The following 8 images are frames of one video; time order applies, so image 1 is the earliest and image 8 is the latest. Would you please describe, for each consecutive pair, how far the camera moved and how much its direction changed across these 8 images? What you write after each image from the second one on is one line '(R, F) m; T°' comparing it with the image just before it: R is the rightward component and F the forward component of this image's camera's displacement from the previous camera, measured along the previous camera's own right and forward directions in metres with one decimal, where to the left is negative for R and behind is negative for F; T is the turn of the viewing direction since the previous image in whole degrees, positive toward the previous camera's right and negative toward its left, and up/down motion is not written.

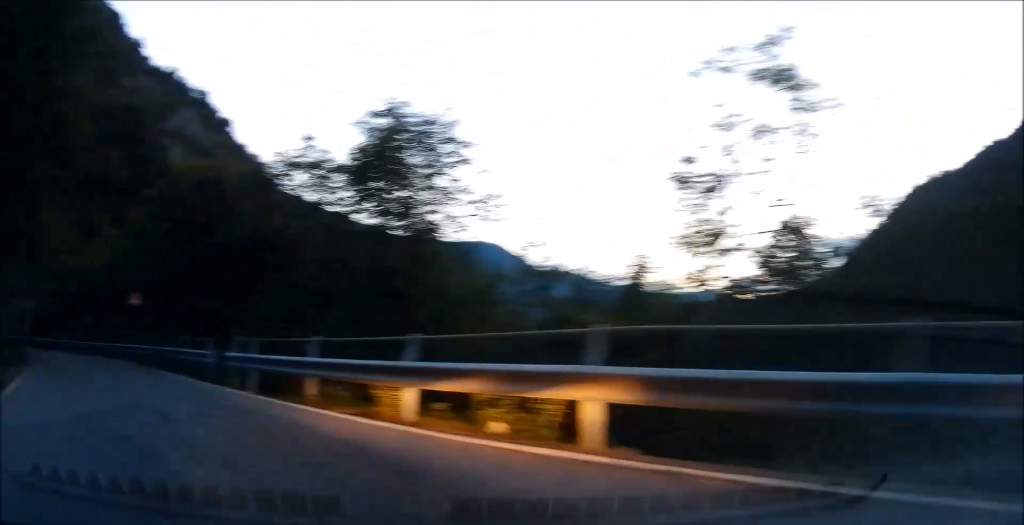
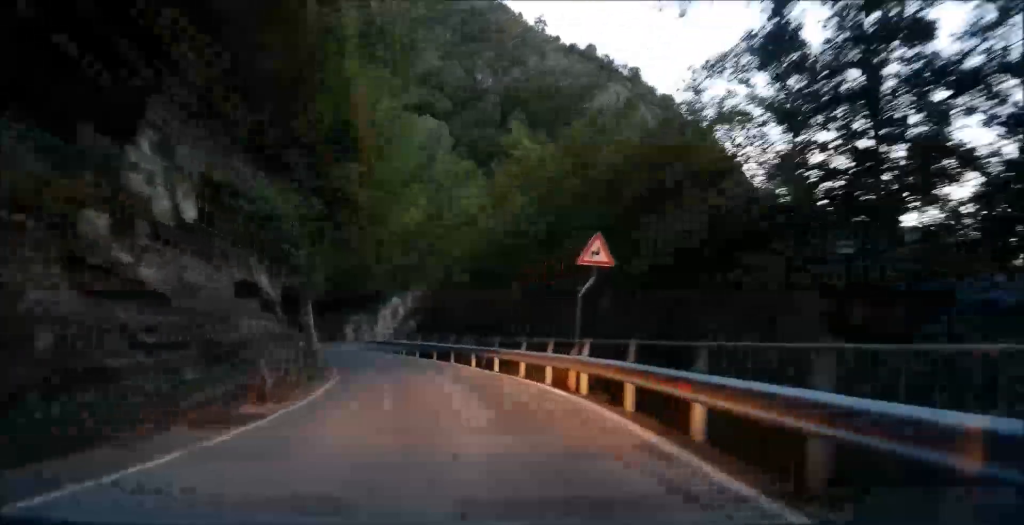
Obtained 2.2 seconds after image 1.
(-3.1, +12.3) m; -24°
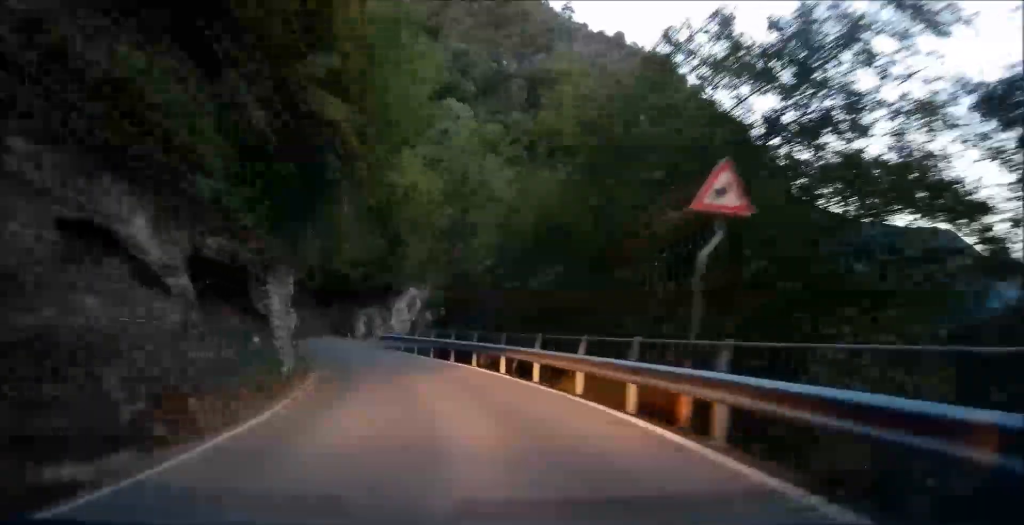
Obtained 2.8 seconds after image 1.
(-0.2, +4.0) m; -6°
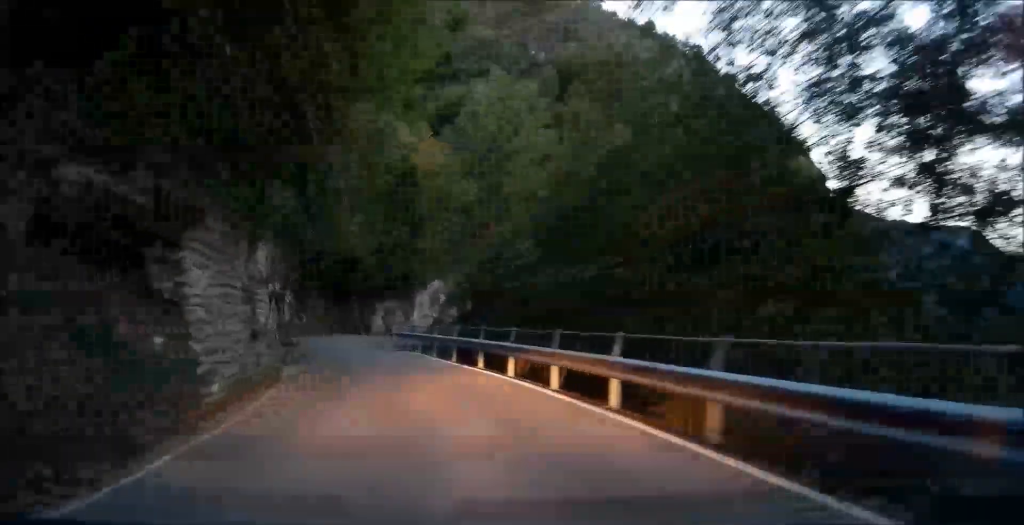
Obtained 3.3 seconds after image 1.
(-0.2, +3.7) m; -4°
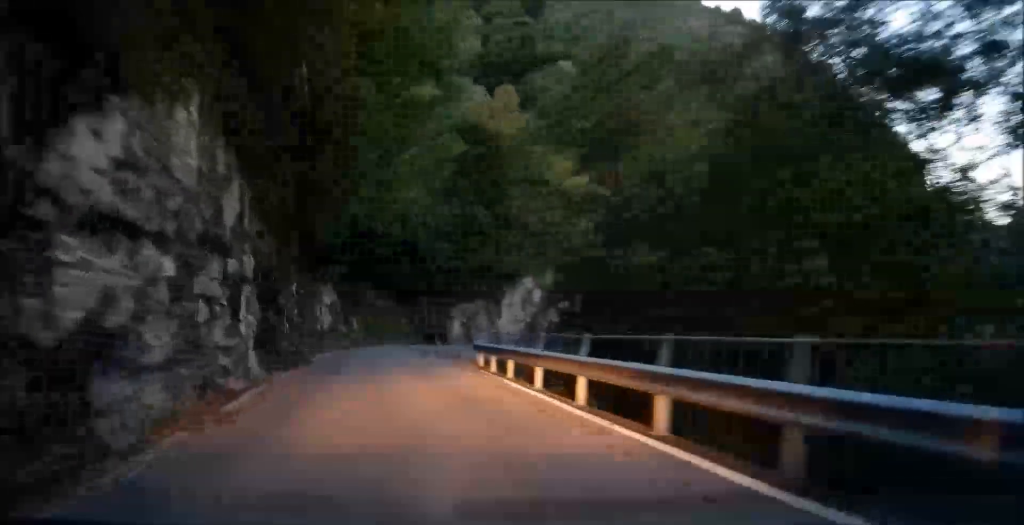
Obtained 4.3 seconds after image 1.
(-0.4, +6.9) m; -6°
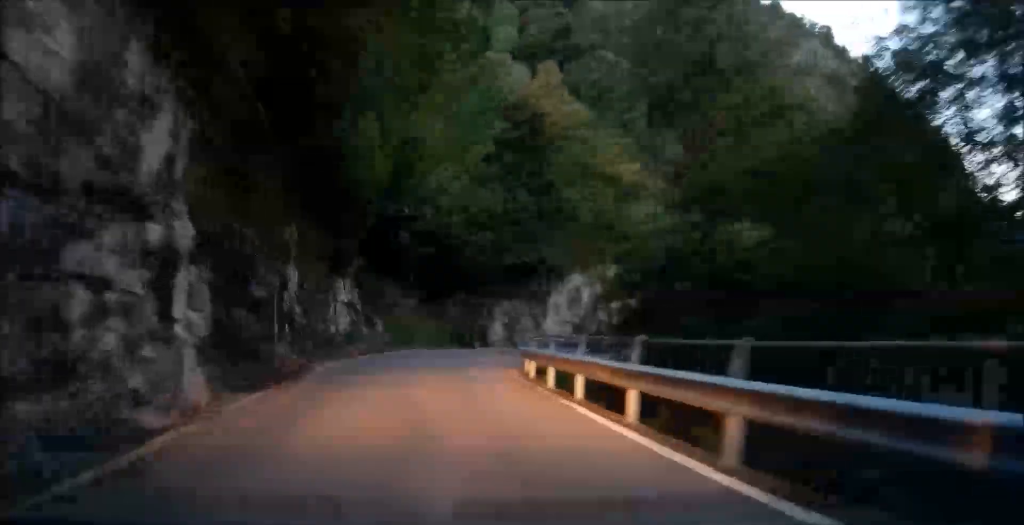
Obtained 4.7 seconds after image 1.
(0.0, +3.2) m; -2°
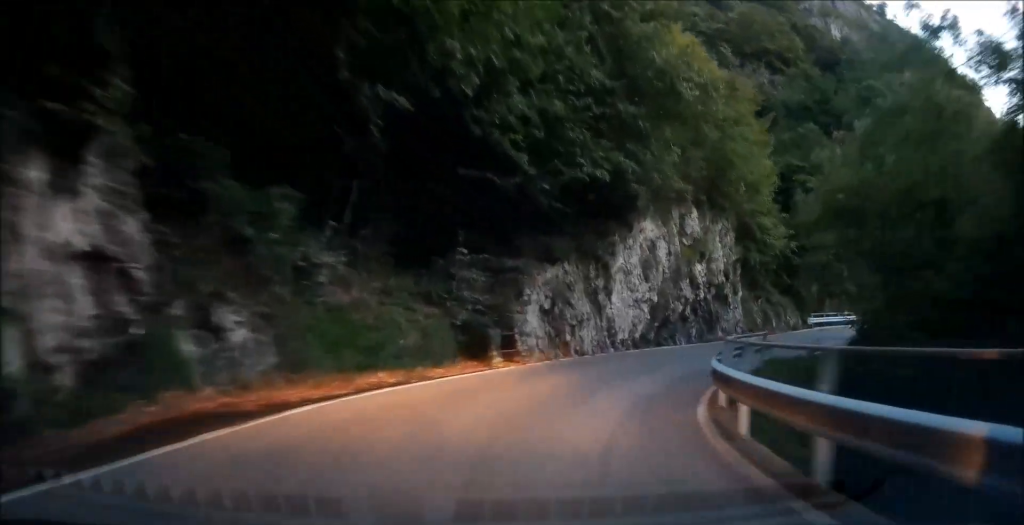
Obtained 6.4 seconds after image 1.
(-0.7, +14.3) m; +1°
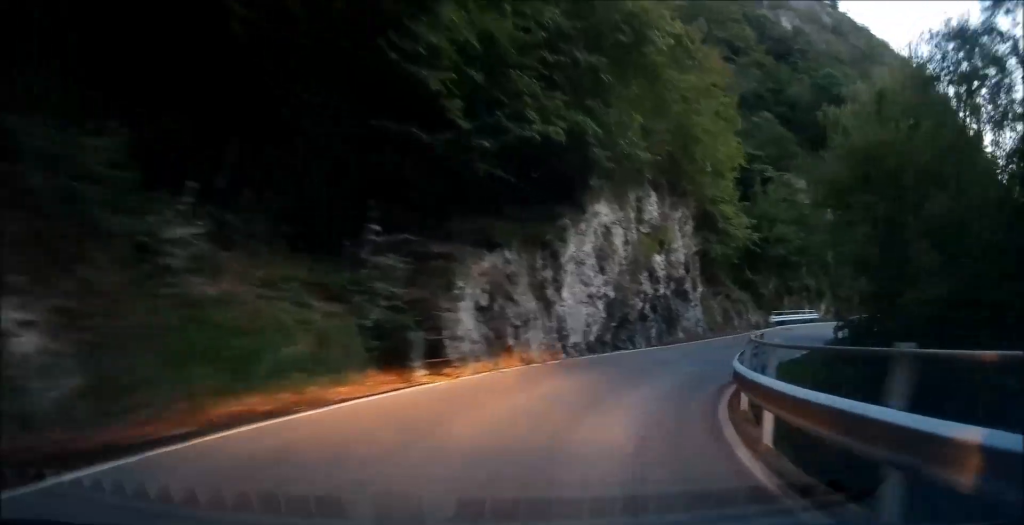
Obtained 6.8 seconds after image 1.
(0.0, +3.9) m; +3°
